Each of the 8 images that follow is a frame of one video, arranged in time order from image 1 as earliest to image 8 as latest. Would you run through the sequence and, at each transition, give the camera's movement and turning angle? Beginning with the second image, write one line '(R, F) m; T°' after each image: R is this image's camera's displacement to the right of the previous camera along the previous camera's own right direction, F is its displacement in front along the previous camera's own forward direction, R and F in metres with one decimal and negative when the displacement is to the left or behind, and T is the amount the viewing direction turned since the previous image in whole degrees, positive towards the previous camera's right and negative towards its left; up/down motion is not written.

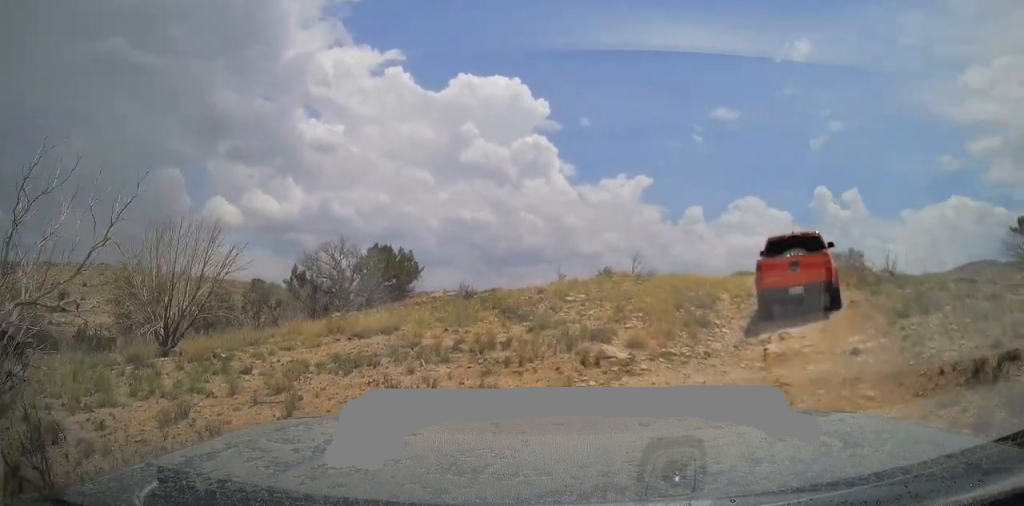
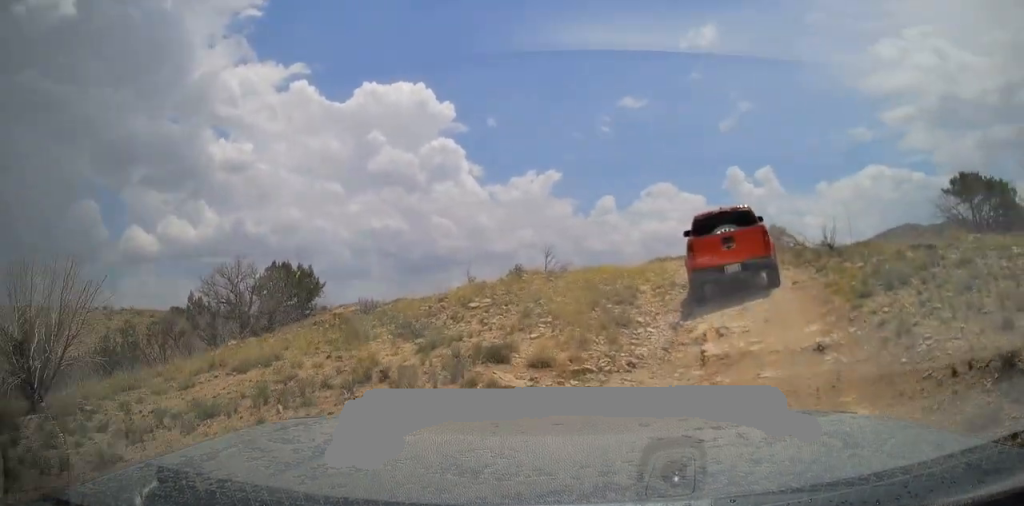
(+0.2, +1.8) m; +8°
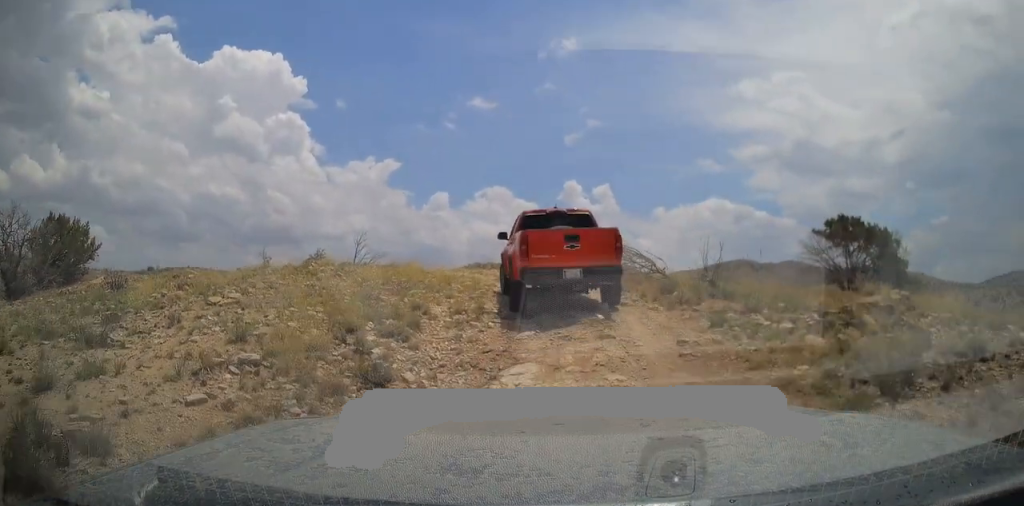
(+0.8, +4.9) m; +12°
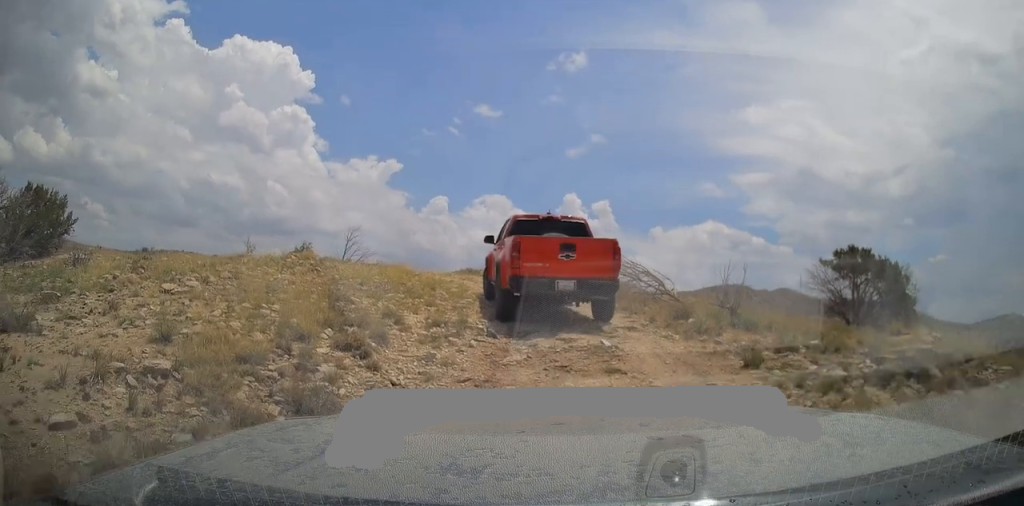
(0.0, +1.7) m; 0°
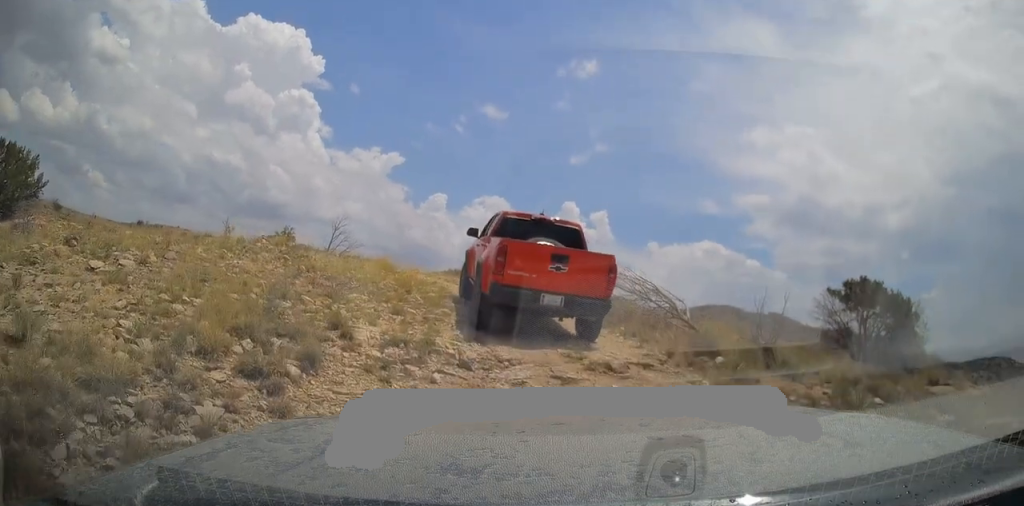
(0.0, +2.2) m; -1°
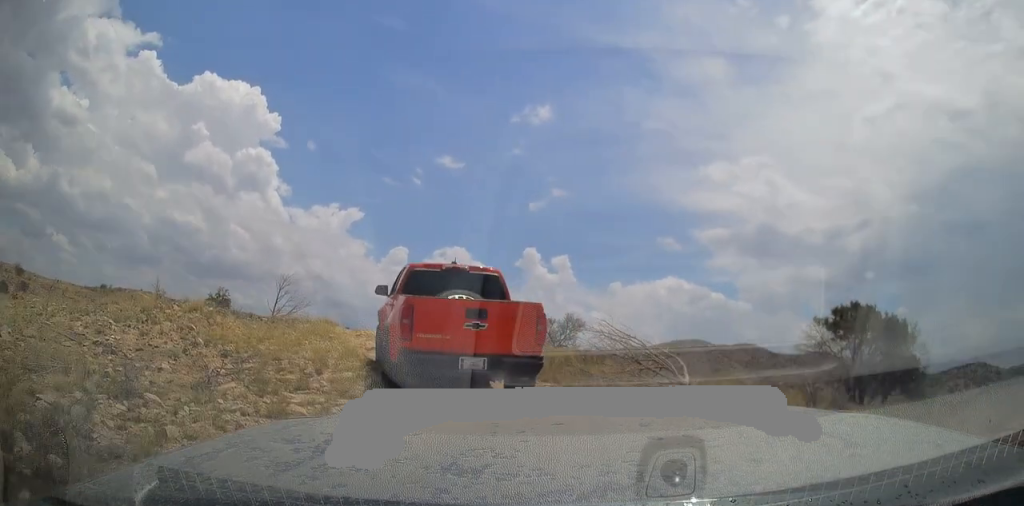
(-0.1, +3.3) m; -1°
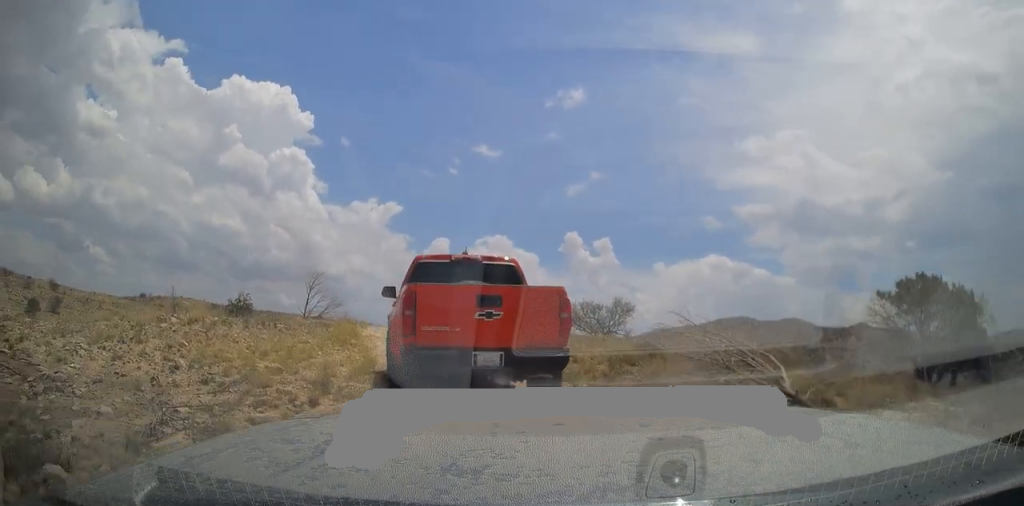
(0.0, +2.2) m; -1°
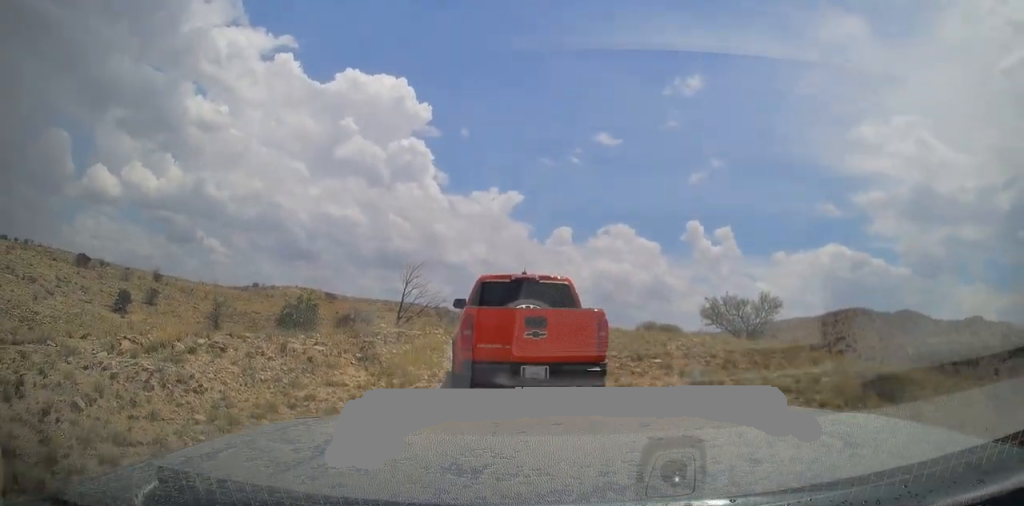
(-0.9, +7.3) m; -15°
